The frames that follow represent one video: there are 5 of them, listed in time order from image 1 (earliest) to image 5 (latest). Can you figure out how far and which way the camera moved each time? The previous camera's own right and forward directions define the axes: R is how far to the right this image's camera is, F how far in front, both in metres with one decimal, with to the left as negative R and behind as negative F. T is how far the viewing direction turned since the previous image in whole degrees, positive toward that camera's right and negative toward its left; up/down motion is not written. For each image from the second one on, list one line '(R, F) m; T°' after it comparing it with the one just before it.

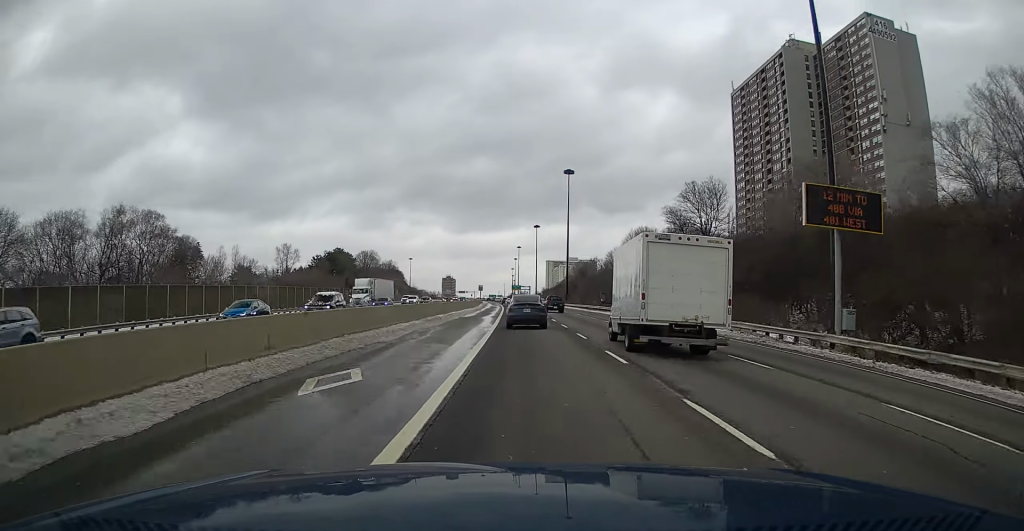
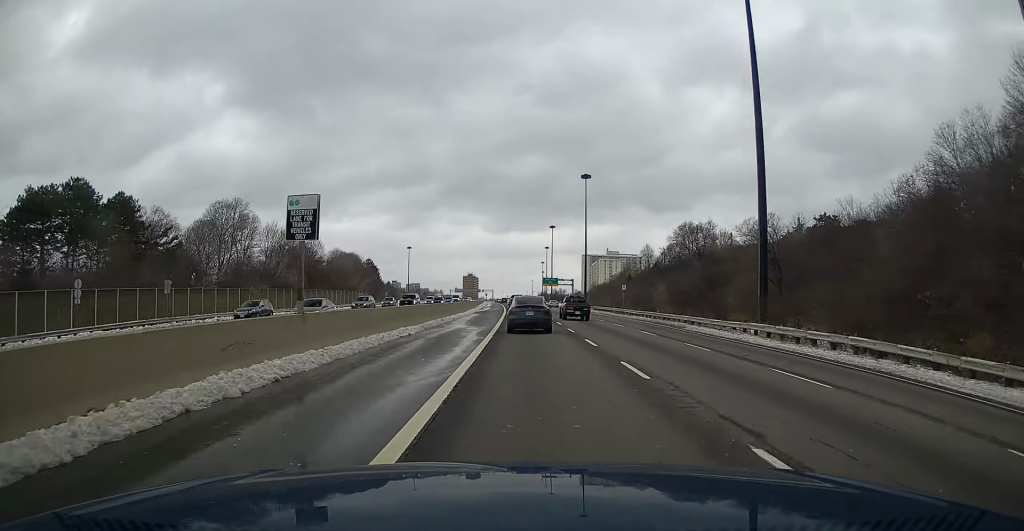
(-3.0, +127.7) m; -3°
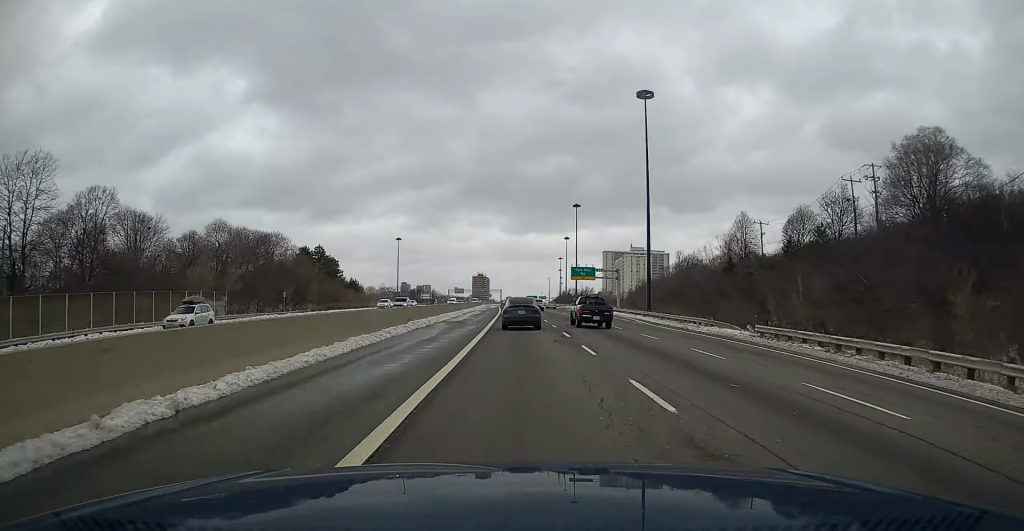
(-0.9, +75.2) m; -2°
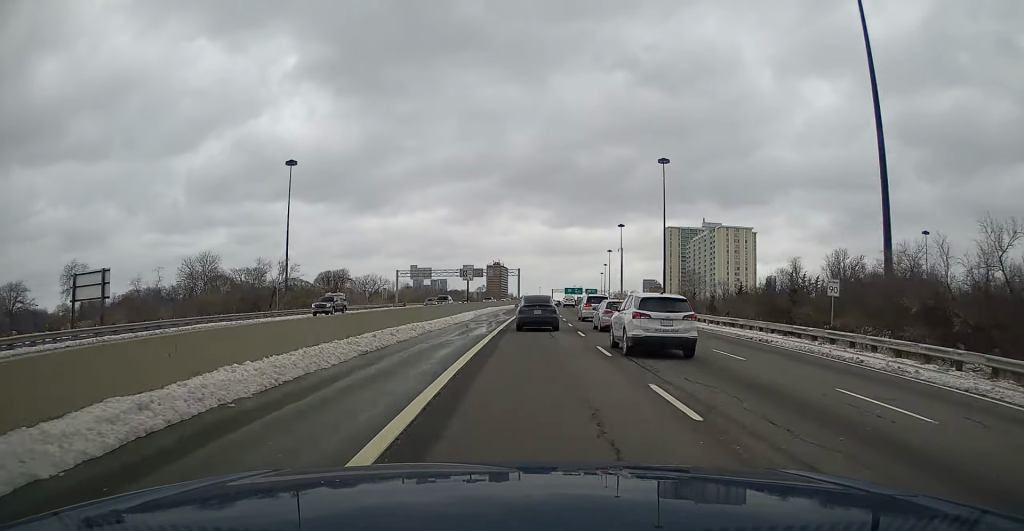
(-3.3, +186.1) m; 0°
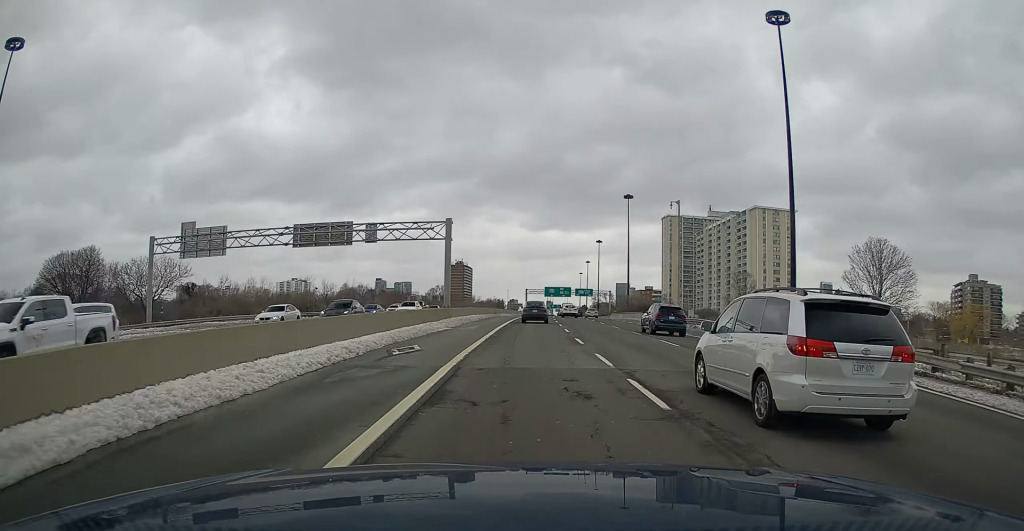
(+1.7, +92.4) m; +2°
